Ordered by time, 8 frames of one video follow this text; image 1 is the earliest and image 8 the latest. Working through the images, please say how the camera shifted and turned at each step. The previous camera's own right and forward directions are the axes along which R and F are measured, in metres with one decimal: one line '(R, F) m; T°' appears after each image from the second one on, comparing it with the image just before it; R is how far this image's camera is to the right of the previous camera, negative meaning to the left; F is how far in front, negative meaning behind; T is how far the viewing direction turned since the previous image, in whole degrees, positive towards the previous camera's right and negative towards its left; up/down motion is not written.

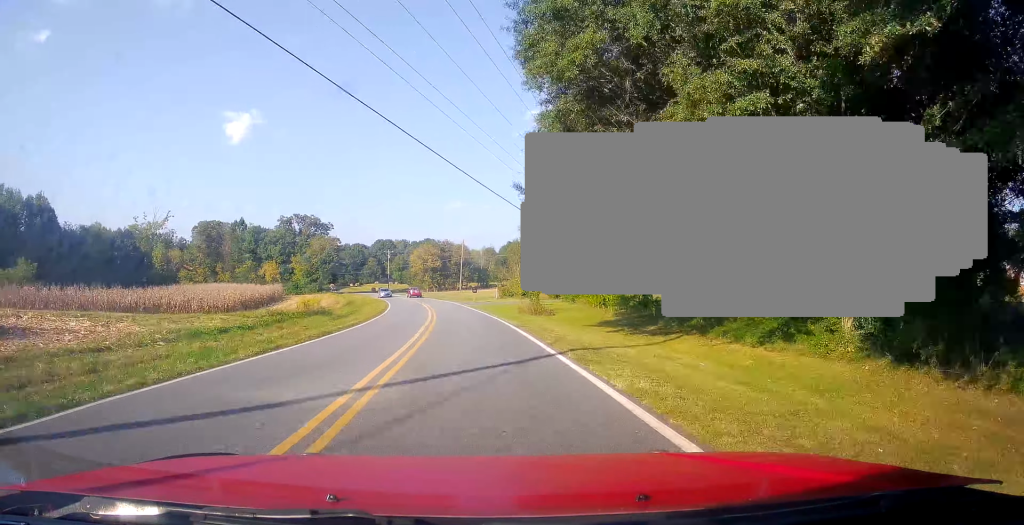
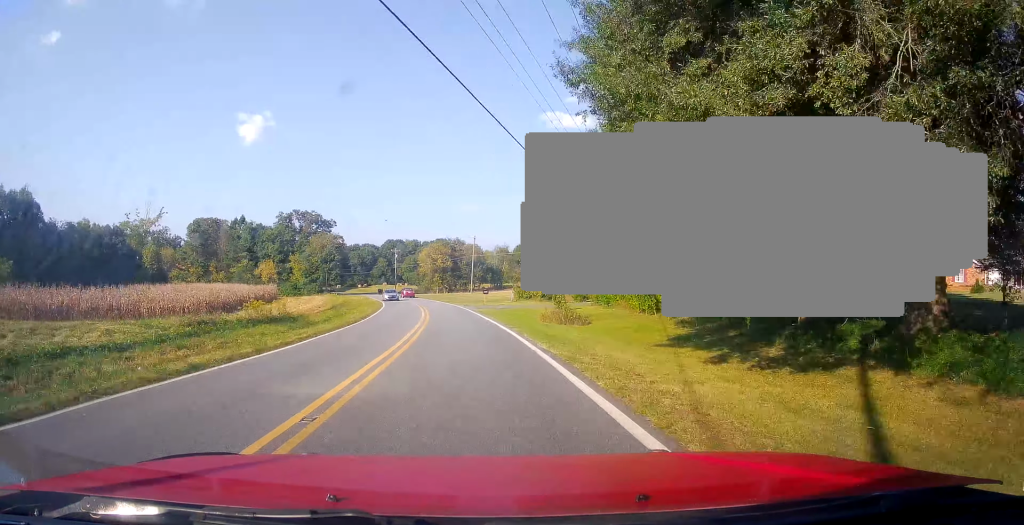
(-0.2, +10.0) m; -2°
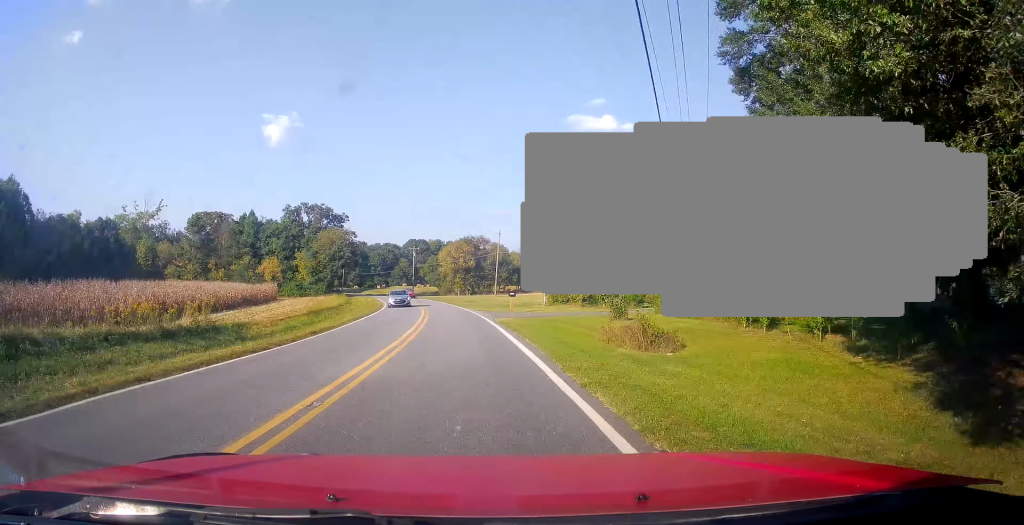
(+0.1, +11.6) m; -2°
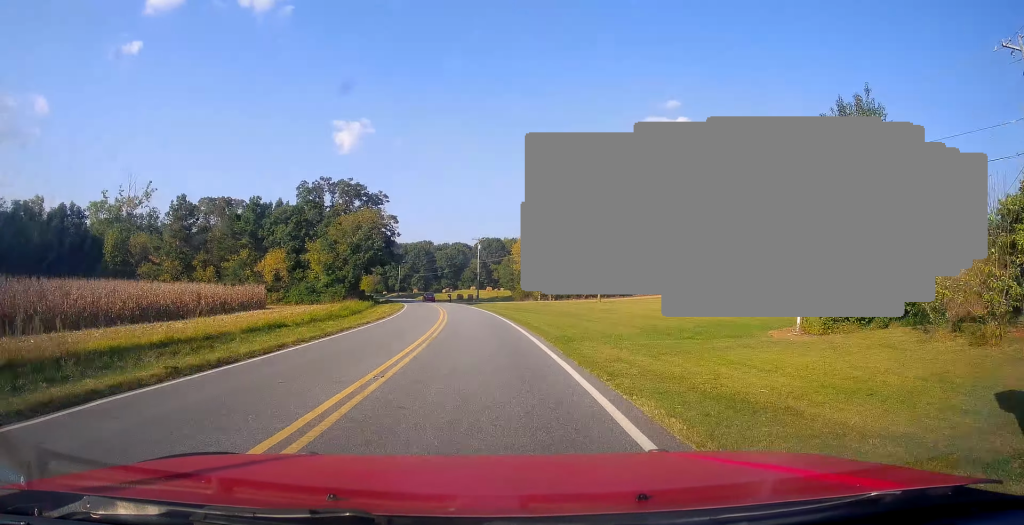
(-2.5, +34.7) m; -7°
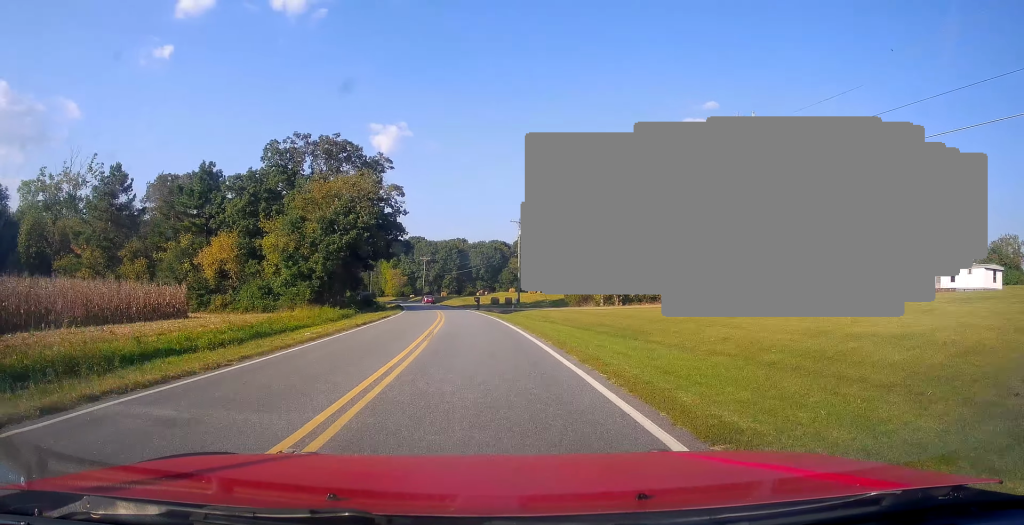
(-0.6, +27.9) m; -4°
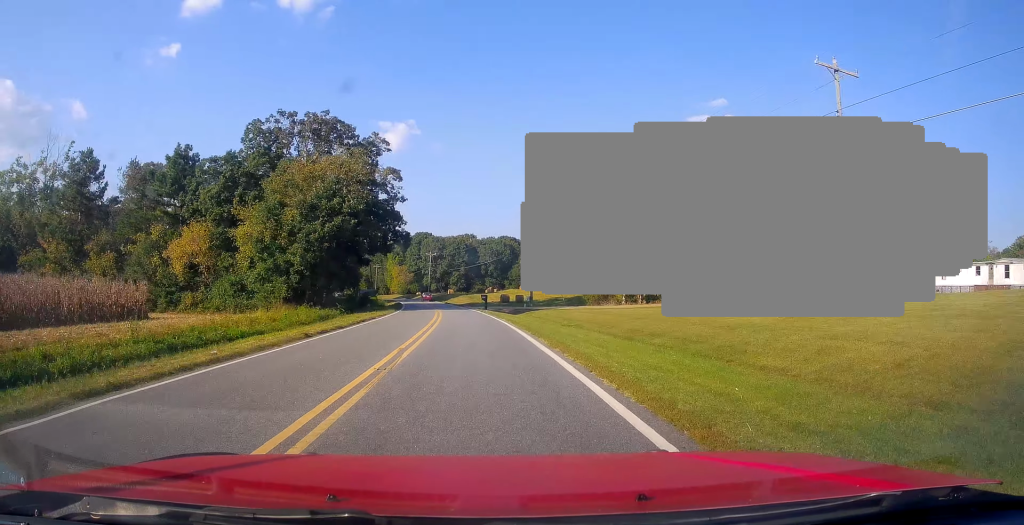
(-0.3, +8.2) m; -2°
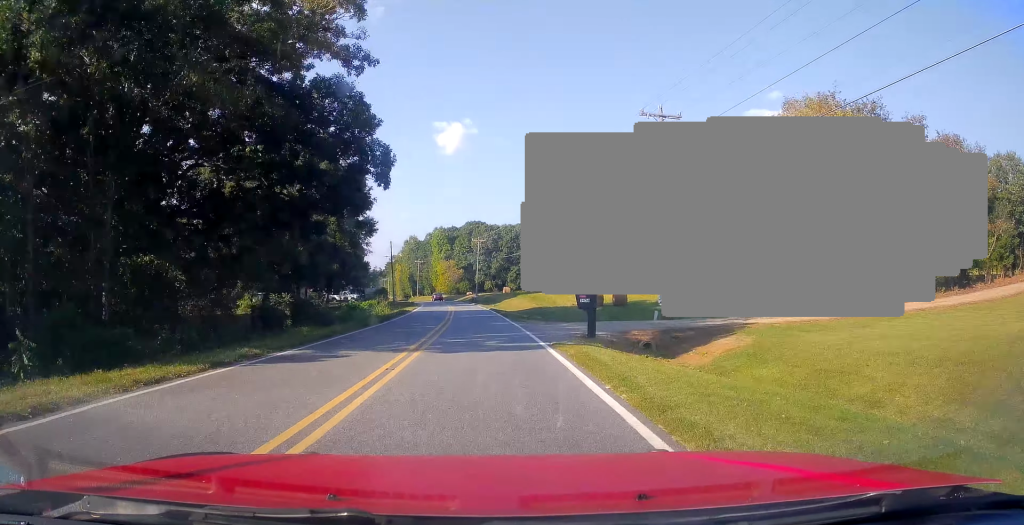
(-2.3, +36.0) m; -7°
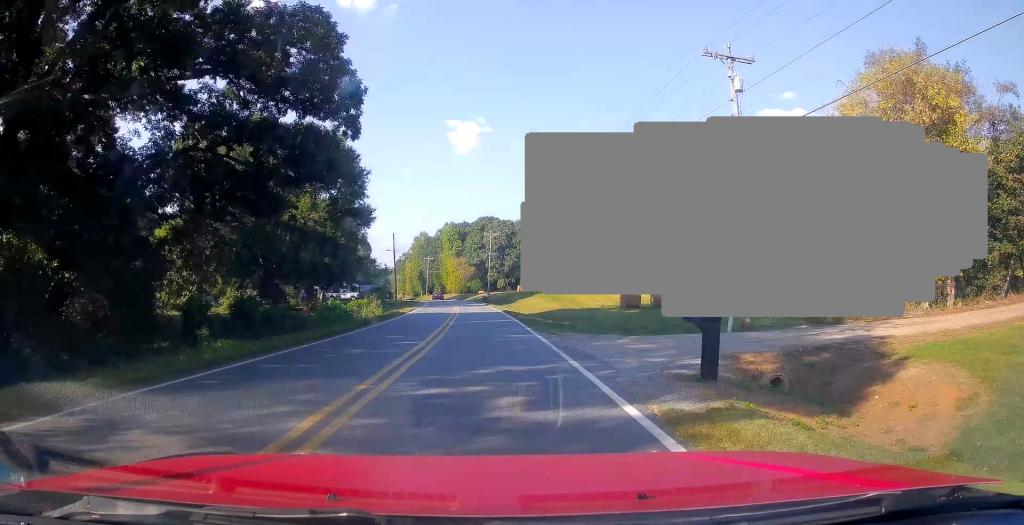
(-0.3, +8.2) m; -1°
